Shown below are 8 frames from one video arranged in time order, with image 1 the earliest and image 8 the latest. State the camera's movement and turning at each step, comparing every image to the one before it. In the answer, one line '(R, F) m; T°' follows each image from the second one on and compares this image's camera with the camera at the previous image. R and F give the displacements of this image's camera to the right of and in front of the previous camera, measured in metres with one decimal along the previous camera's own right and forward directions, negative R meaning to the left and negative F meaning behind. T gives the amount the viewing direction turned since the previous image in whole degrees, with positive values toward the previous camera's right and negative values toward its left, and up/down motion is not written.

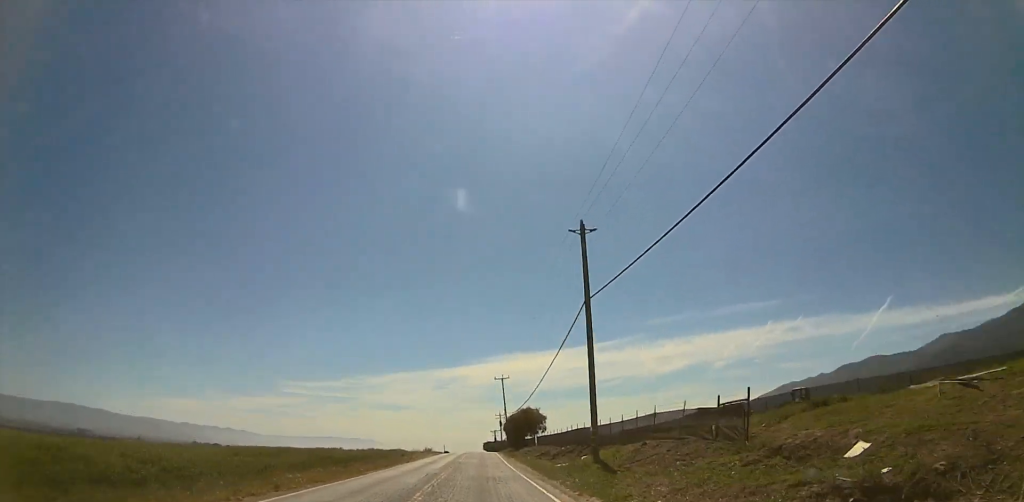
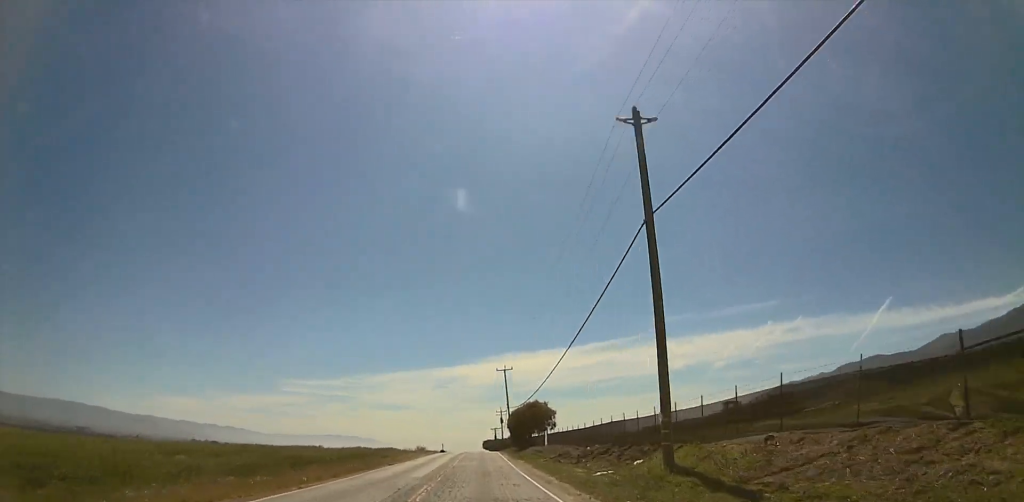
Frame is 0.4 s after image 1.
(0.0, +10.5) m; 0°
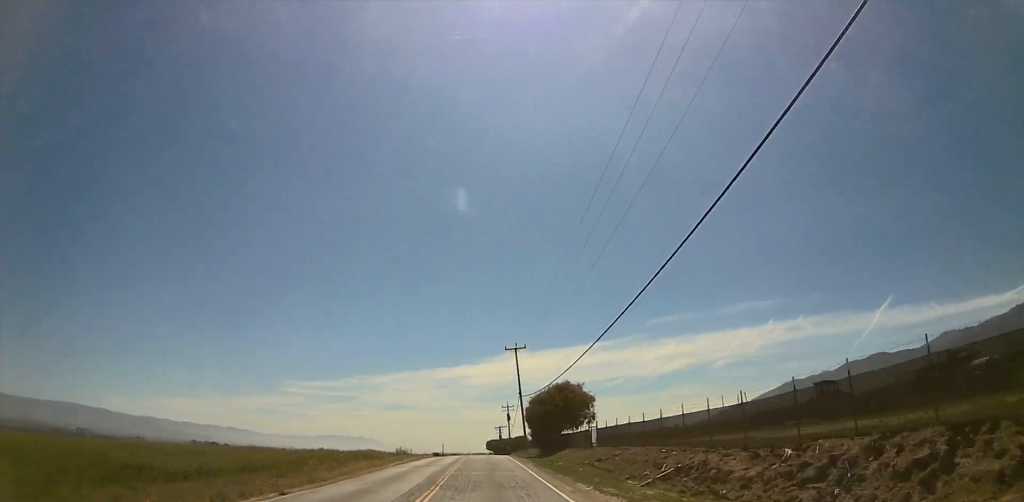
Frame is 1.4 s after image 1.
(0.0, +22.6) m; 0°
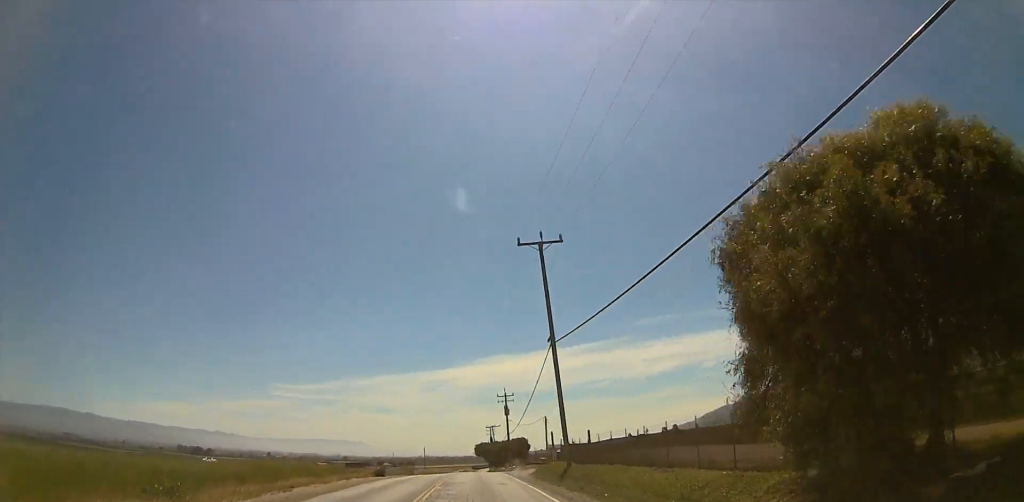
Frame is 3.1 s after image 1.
(+0.5, +41.0) m; +2°
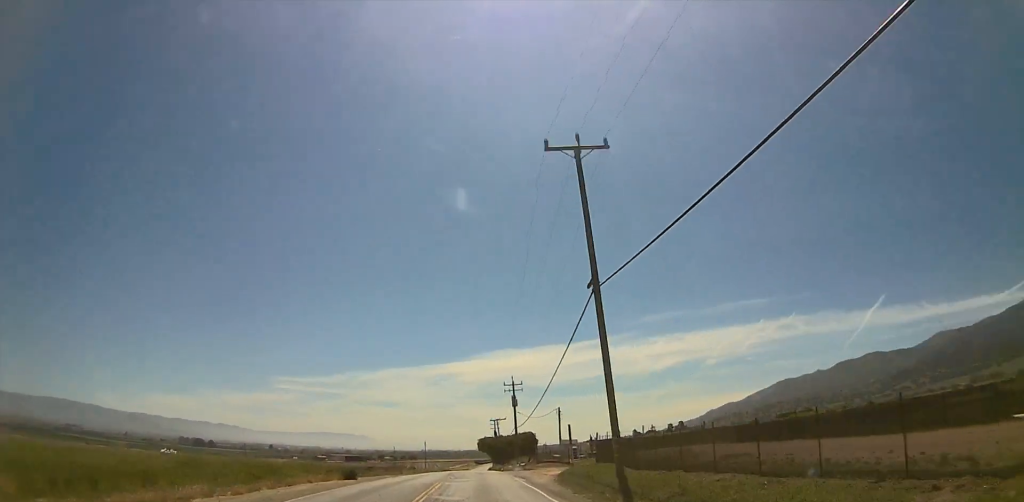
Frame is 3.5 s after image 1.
(+0.1, +11.3) m; +1°
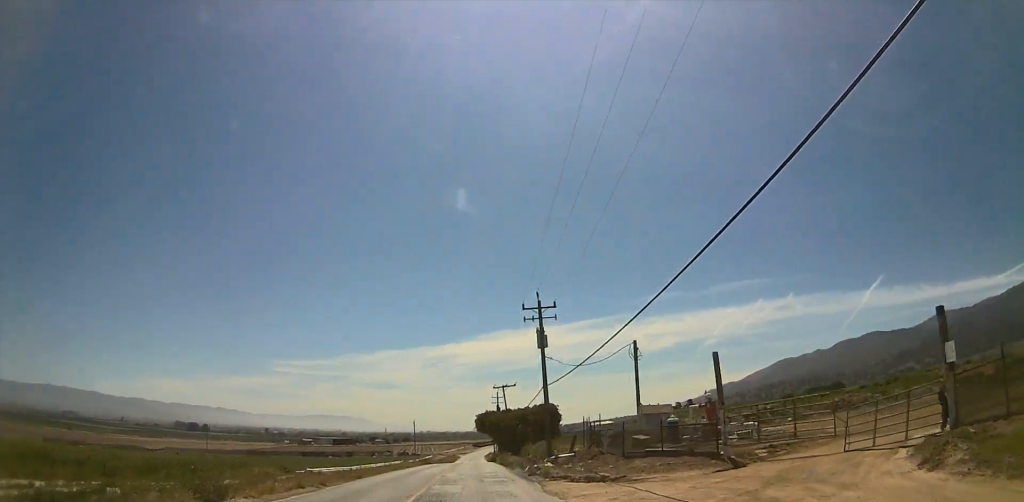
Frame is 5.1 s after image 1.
(+0.8, +38.8) m; 0°
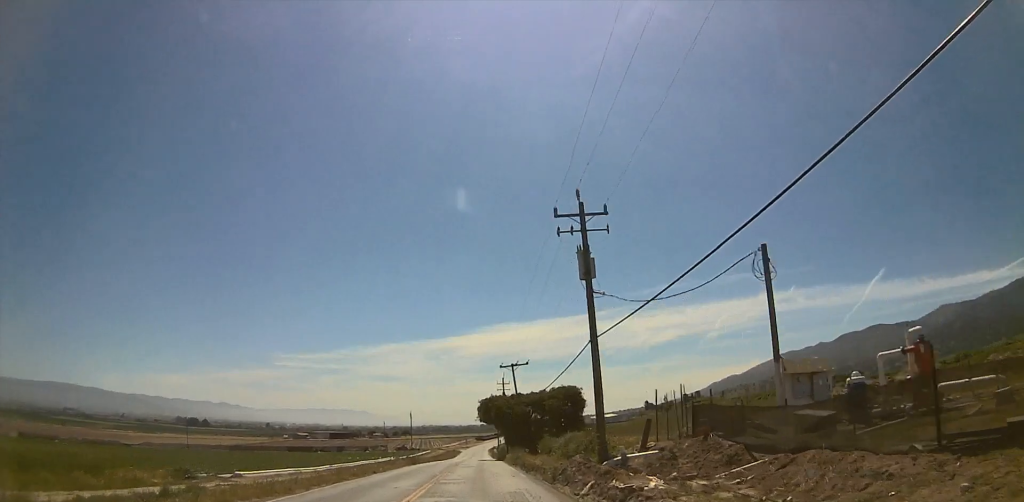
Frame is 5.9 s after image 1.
(-0.3, +18.5) m; -2°
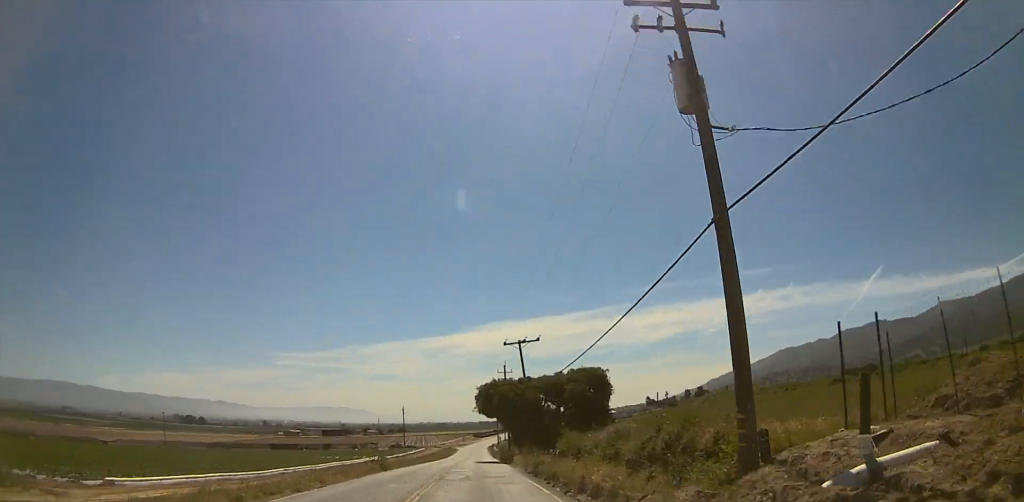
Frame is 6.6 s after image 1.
(-0.4, +15.3) m; -2°
